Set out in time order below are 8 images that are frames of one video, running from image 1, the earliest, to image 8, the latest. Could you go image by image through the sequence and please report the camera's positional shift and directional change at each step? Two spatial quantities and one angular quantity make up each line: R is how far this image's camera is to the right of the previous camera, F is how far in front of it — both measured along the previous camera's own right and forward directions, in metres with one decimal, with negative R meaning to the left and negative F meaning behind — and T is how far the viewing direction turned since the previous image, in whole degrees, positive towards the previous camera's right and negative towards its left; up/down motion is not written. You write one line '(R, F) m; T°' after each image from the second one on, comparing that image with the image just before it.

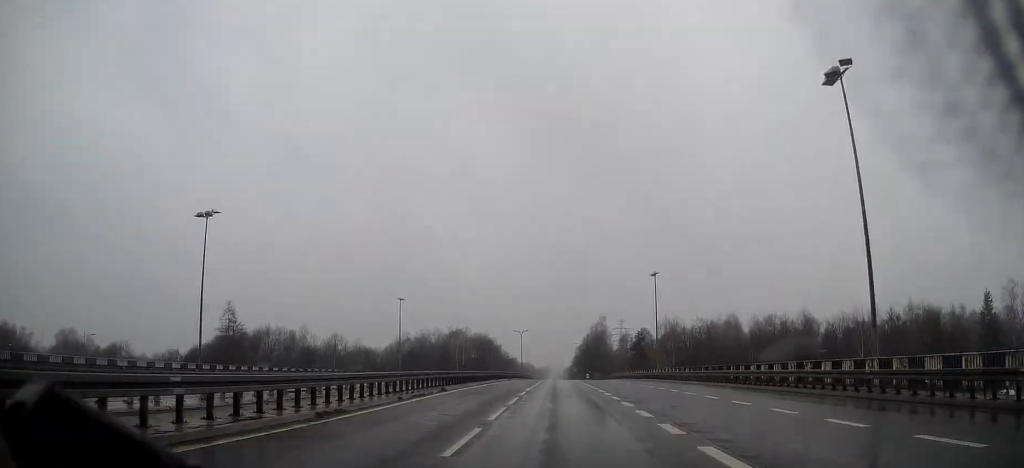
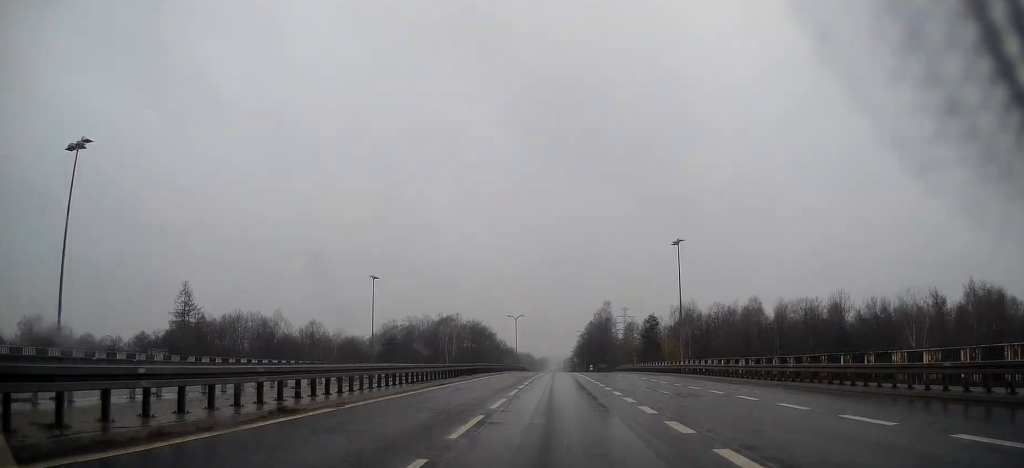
(+0.2, +17.1) m; 0°
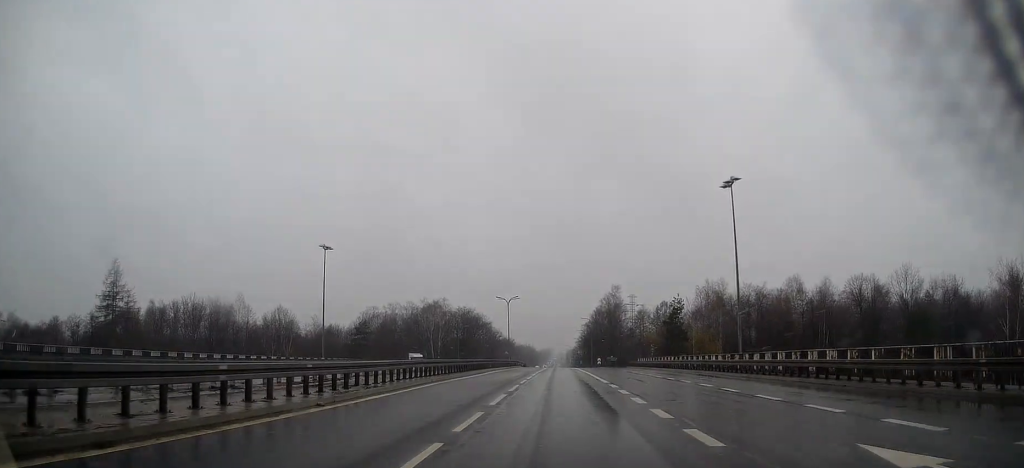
(-0.3, +21.7) m; -1°
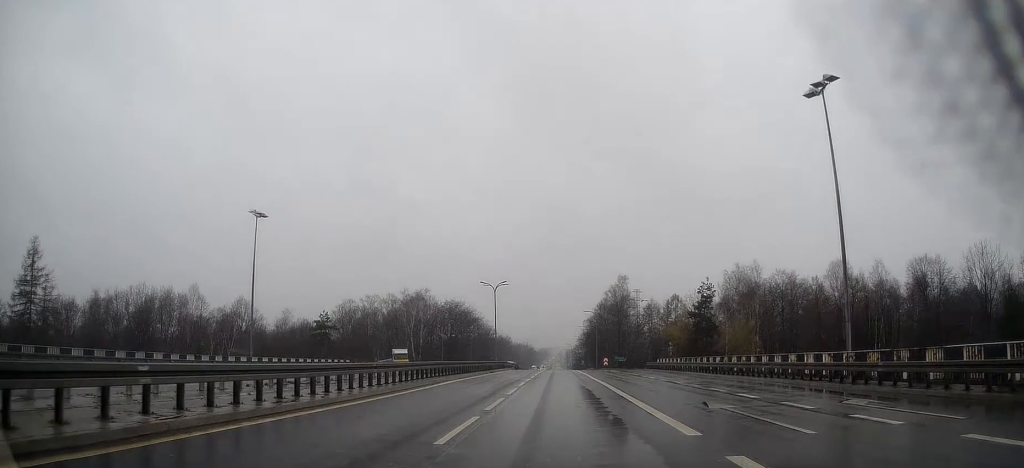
(0.0, +18.6) m; 0°
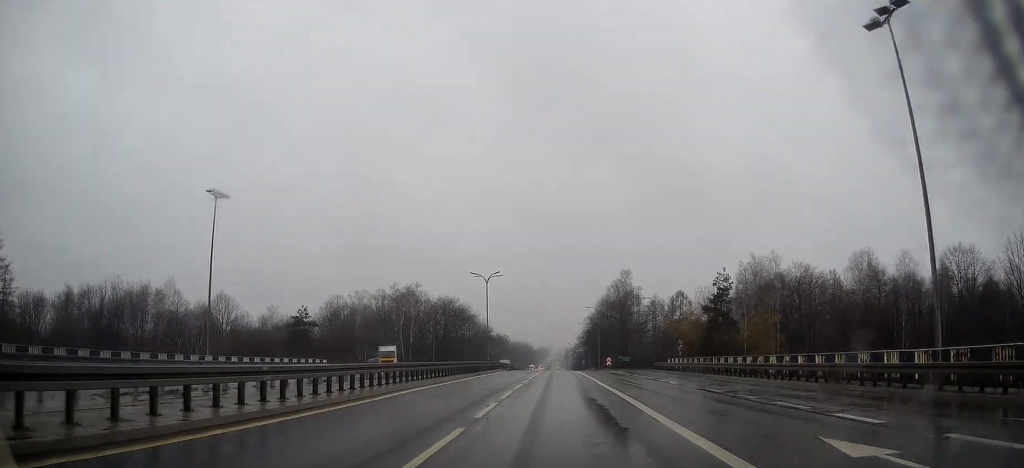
(0.0, +7.8) m; 0°
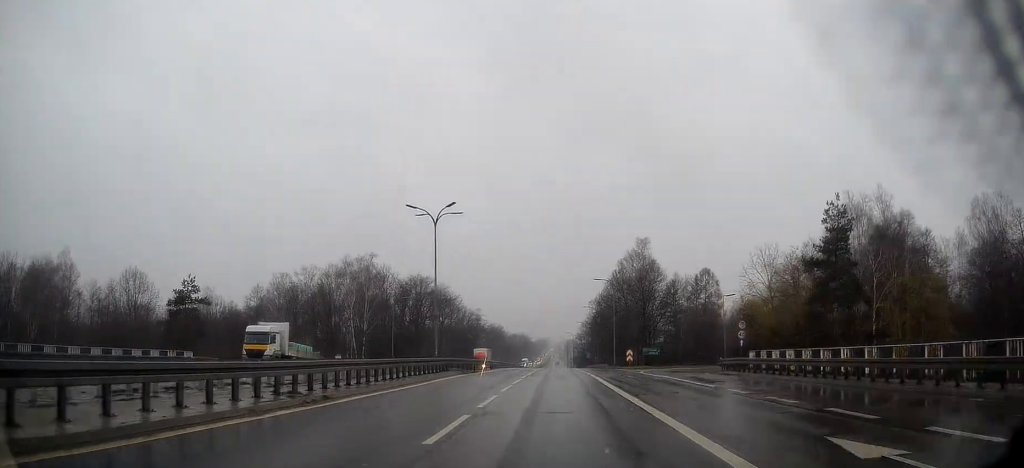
(0.0, +28.1) m; 0°
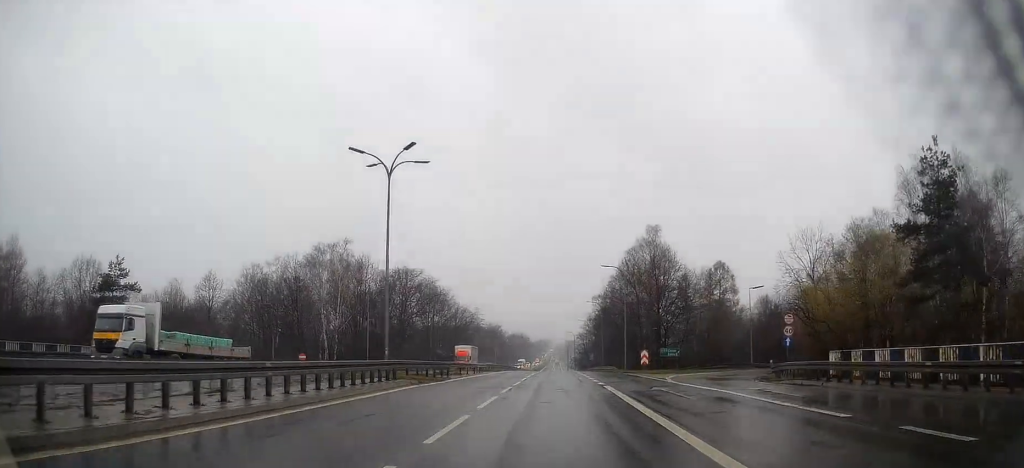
(0.0, +11.4) m; 0°
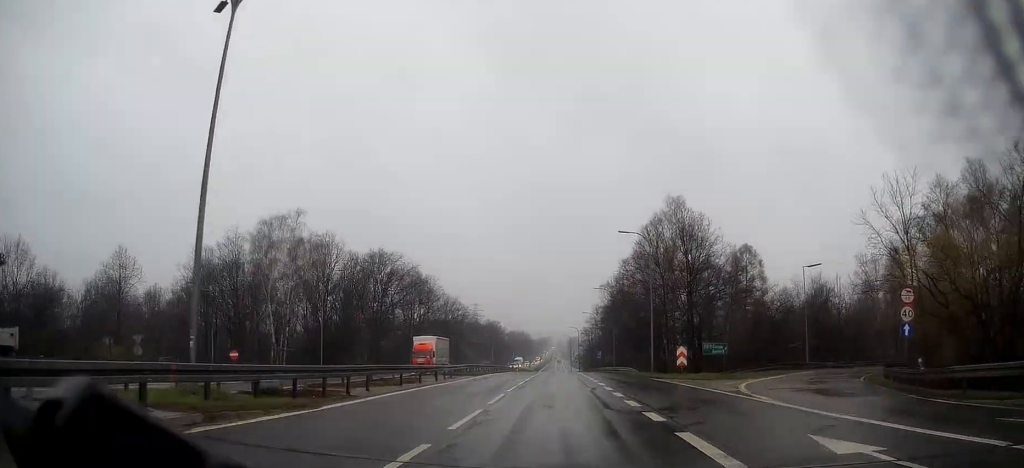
(0.0, +15.6) m; 0°
